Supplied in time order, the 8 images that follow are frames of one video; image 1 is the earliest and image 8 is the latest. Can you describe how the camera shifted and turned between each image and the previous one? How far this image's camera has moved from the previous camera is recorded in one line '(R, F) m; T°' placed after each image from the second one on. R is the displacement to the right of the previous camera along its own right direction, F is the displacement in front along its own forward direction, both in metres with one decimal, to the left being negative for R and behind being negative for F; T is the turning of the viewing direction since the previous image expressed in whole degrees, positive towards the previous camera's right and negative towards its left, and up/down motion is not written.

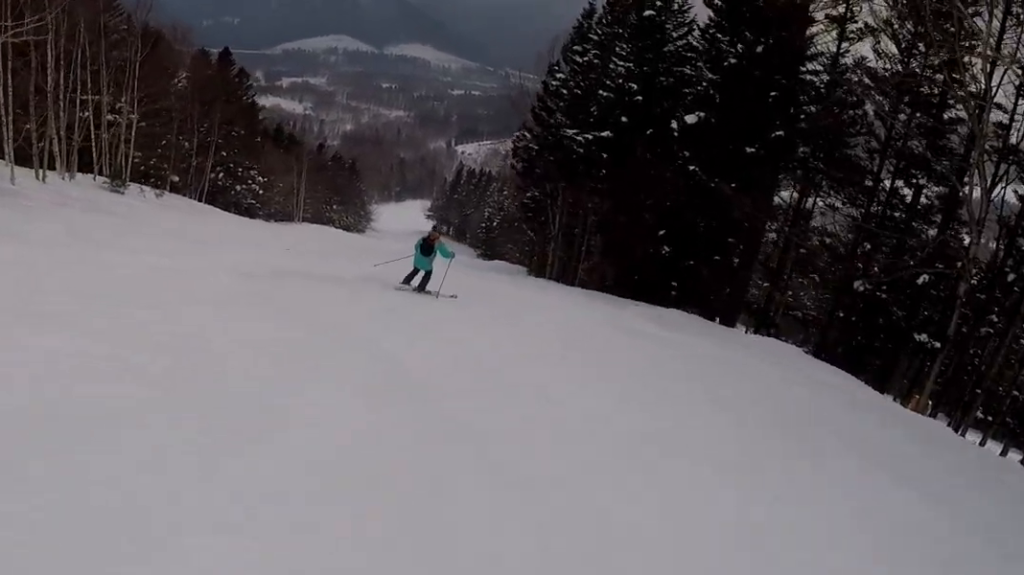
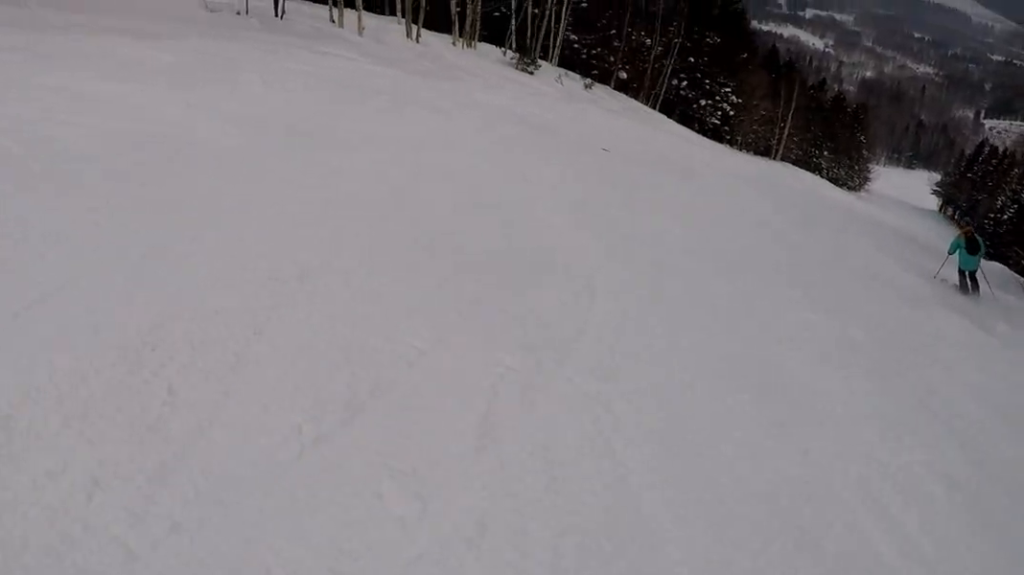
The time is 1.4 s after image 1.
(-2.6, +6.5) m; -51°
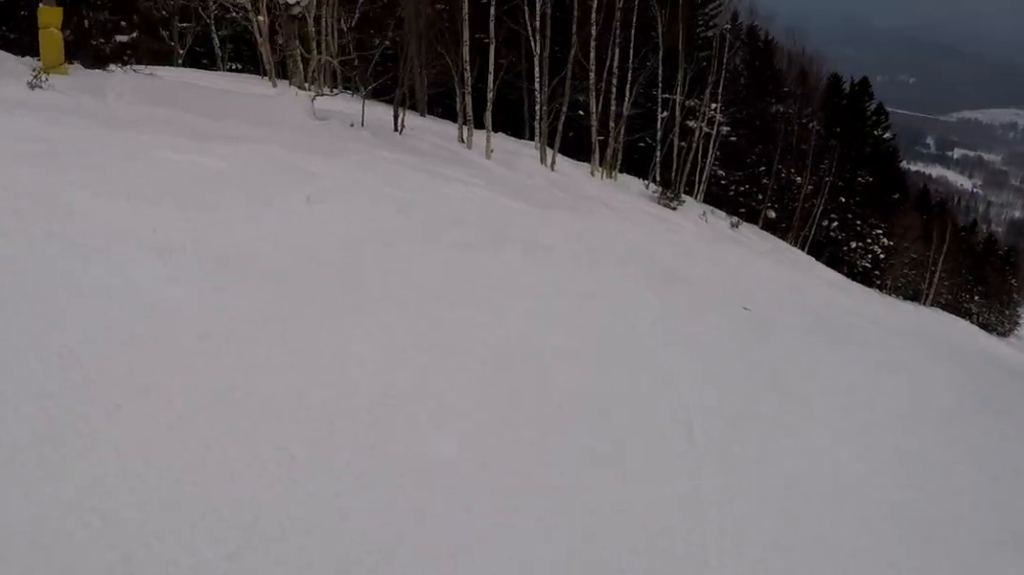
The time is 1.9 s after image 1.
(-0.8, +2.2) m; -7°
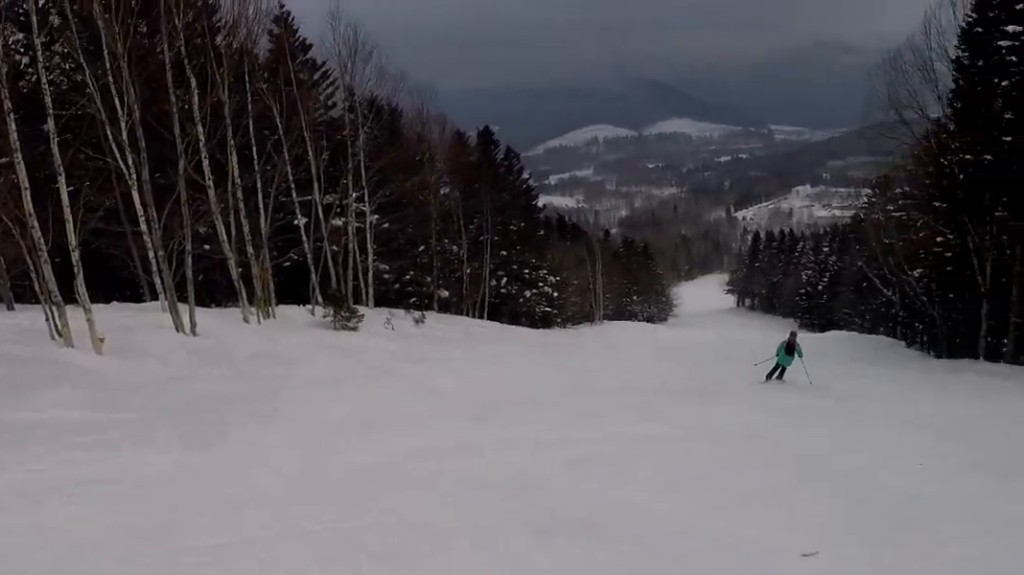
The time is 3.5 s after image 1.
(-0.3, +7.6) m; +10°
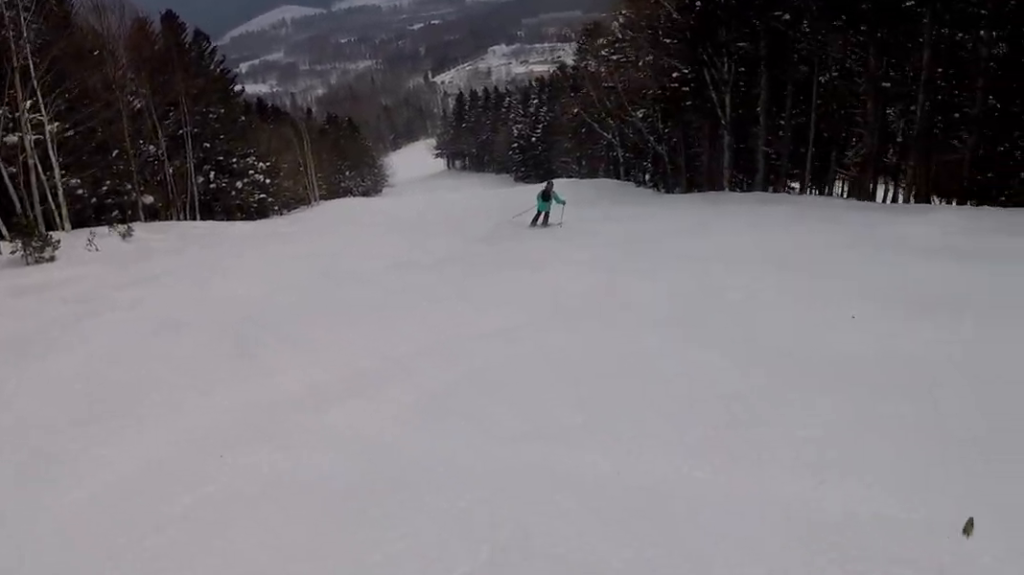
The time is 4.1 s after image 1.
(+0.1, +2.6) m; +27°
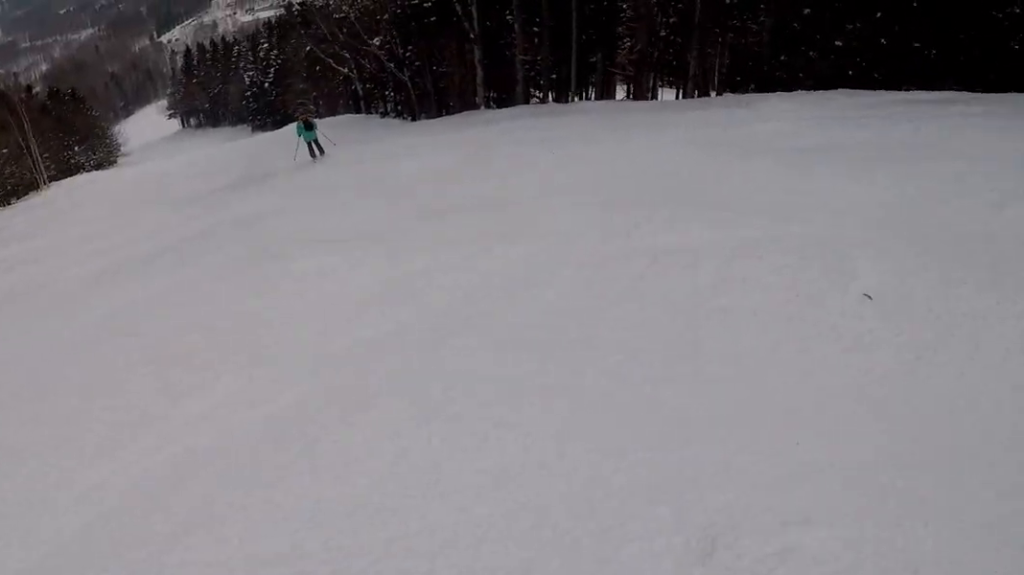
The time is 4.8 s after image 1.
(+0.7, +2.5) m; +23°
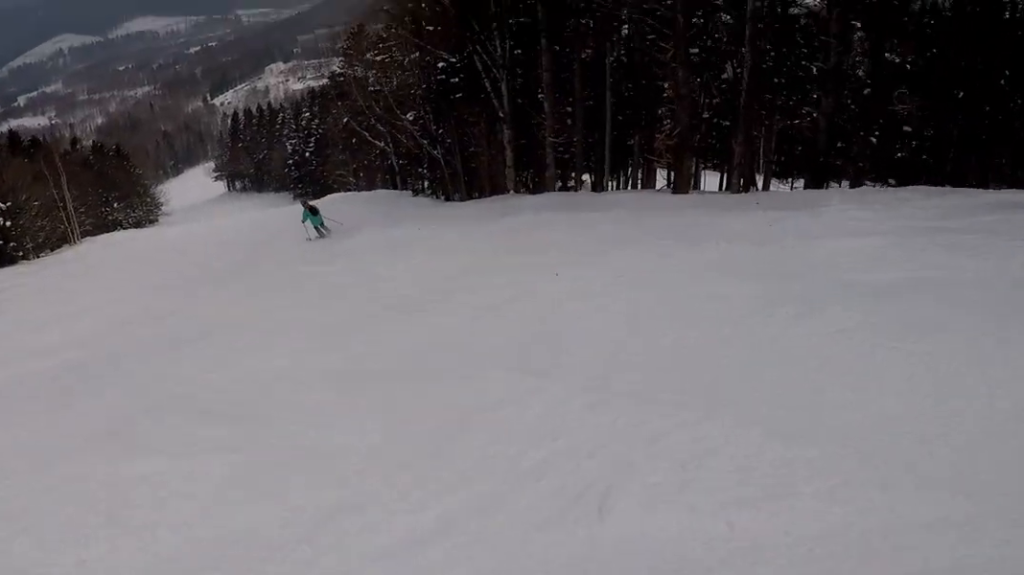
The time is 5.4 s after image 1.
(+1.3, +2.3) m; +10°
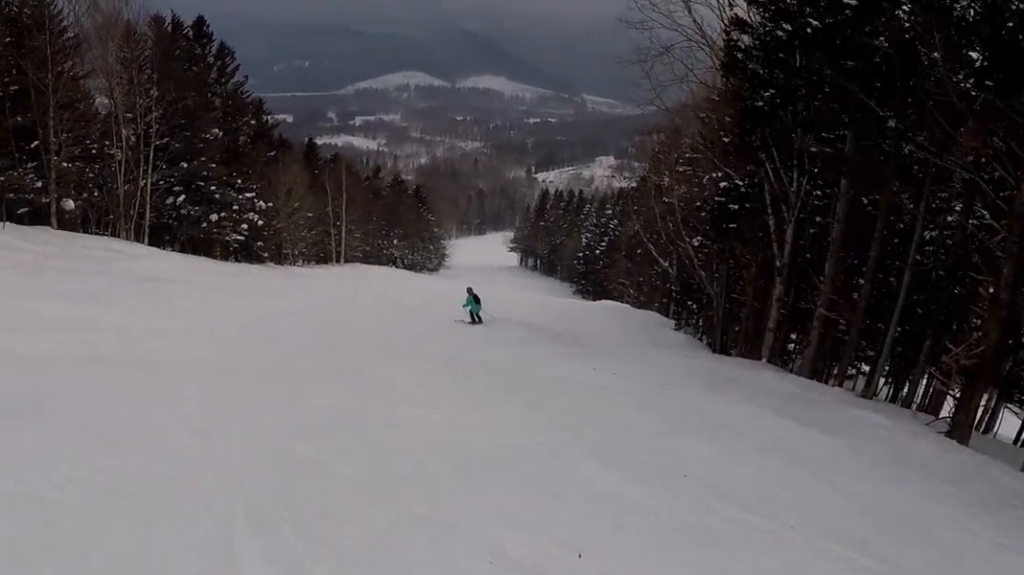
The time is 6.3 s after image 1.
(-0.9, +4.3) m; -24°
